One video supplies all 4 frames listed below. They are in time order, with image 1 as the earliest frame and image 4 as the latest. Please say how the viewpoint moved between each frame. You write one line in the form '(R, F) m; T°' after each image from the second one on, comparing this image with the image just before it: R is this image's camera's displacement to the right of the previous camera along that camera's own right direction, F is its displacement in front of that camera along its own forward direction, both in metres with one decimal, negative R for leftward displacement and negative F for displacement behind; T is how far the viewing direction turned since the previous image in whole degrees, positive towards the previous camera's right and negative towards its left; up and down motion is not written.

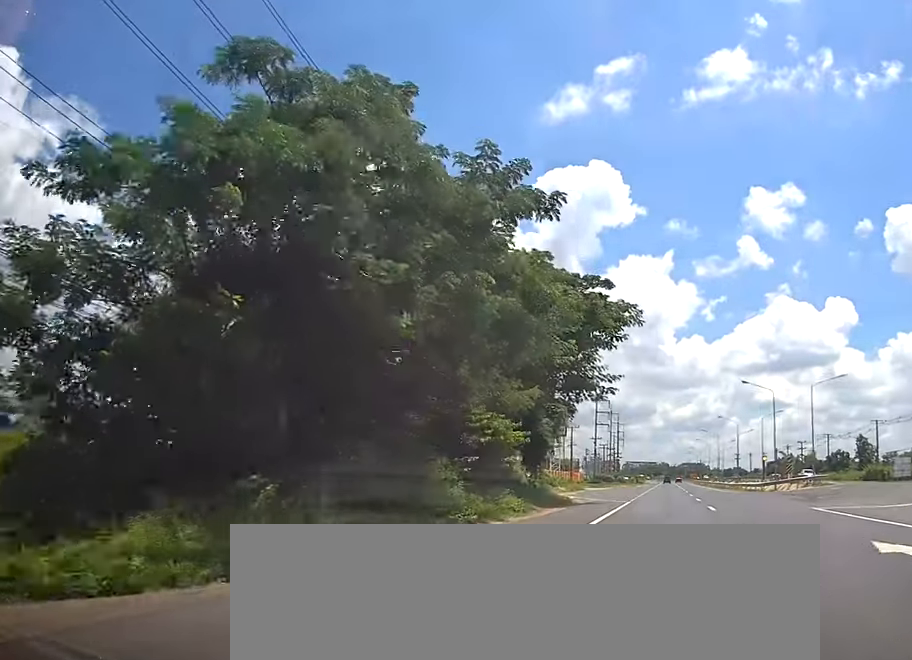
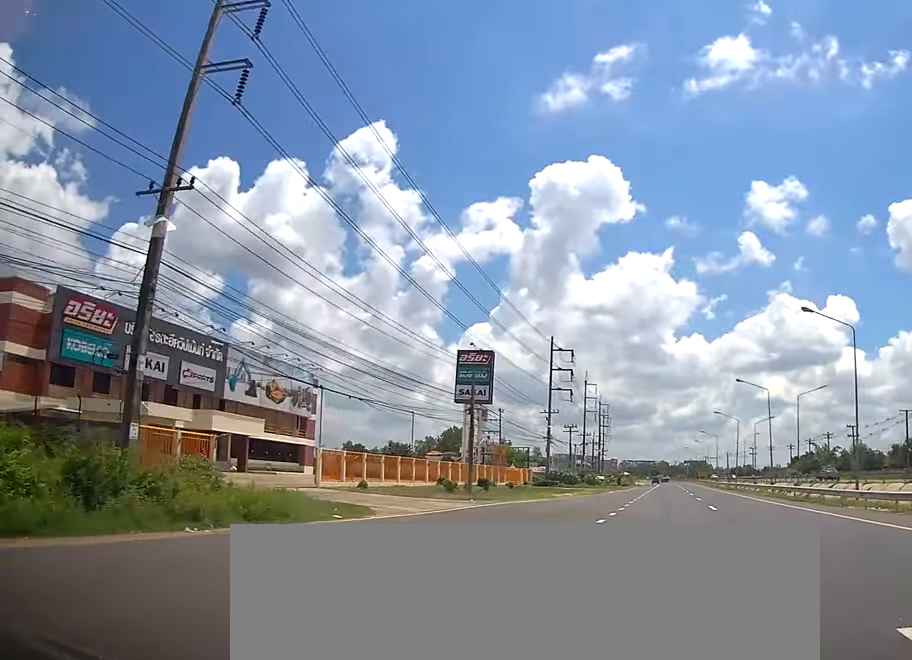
(+0.8, +61.1) m; -1°
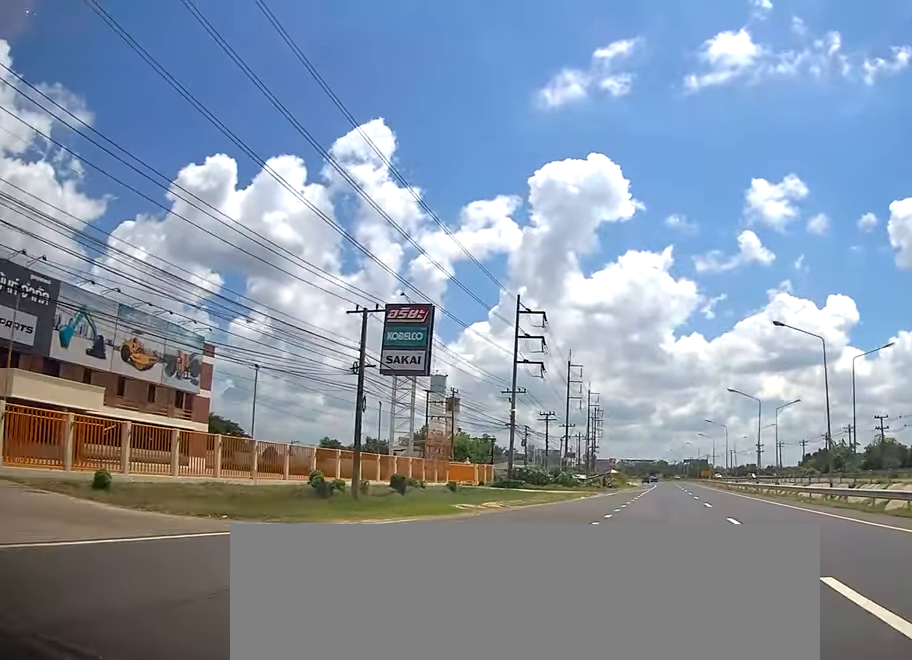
(-0.5, +22.0) m; 0°
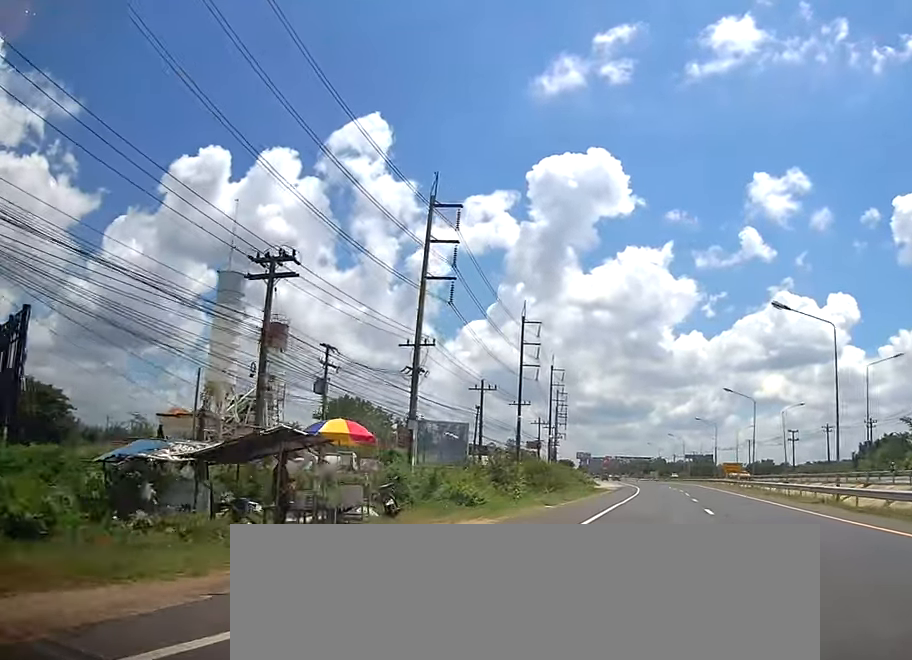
(+2.4, +67.6) m; +1°
